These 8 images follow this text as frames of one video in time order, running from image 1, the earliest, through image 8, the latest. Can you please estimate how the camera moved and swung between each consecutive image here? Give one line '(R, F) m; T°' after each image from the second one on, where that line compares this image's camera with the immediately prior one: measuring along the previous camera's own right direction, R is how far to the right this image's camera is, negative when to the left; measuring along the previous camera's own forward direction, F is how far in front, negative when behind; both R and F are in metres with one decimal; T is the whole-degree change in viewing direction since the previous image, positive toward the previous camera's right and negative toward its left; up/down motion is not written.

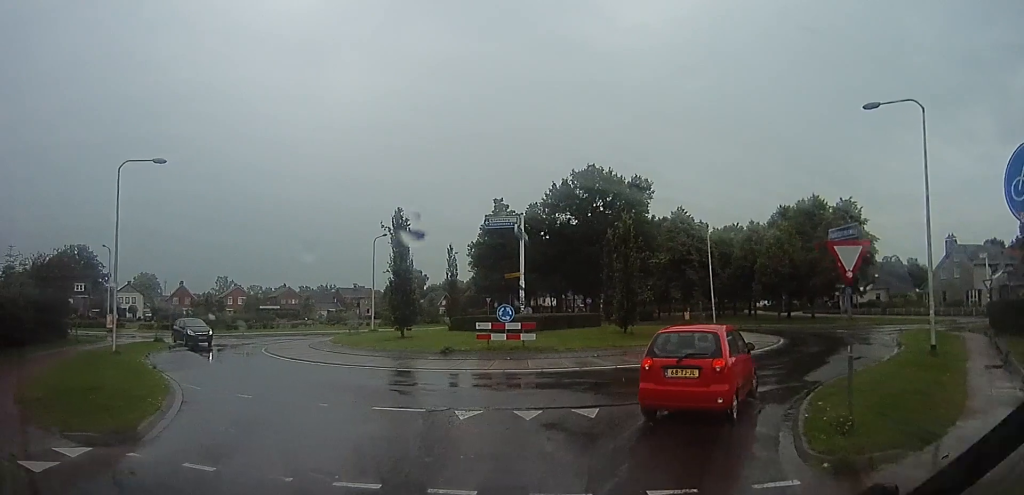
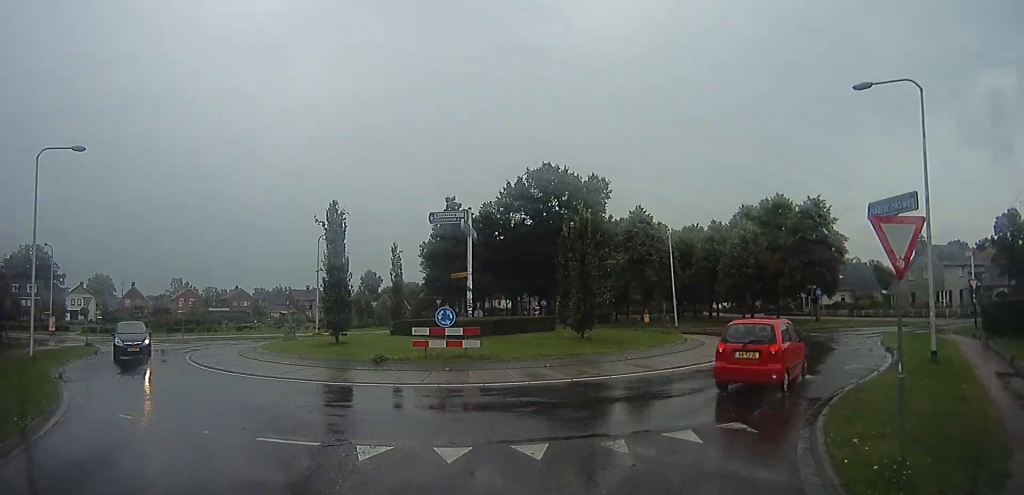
(+0.1, +3.3) m; +2°
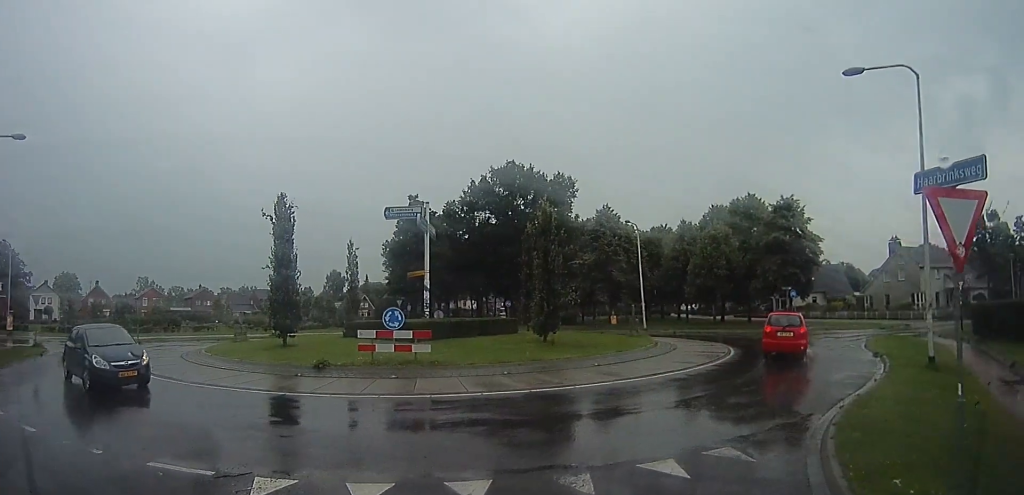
(0.0, +2.1) m; 0°
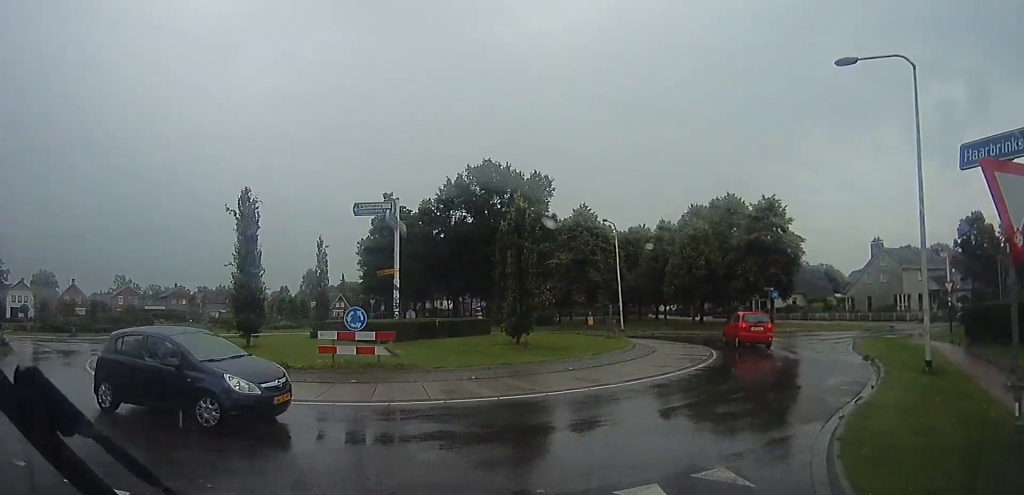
(+0.1, +0.7) m; 0°
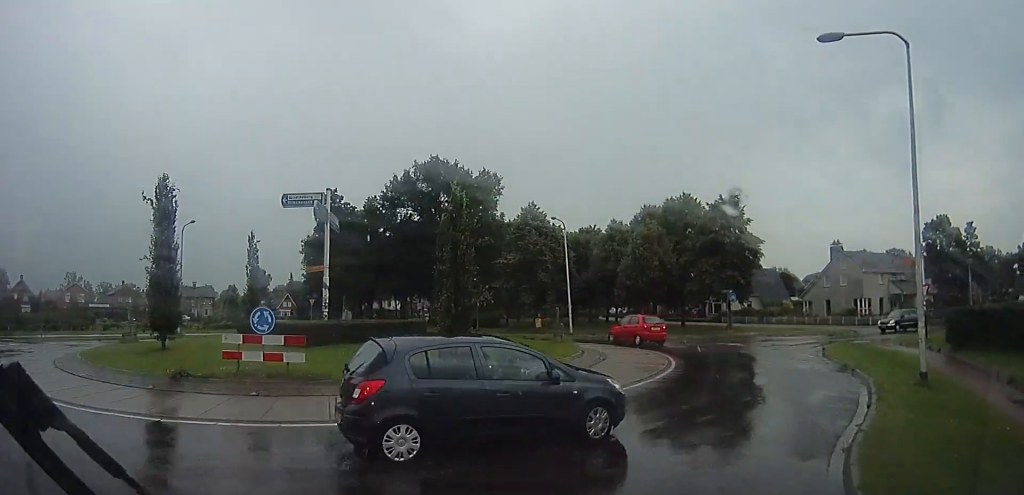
(+0.2, +1.5) m; +13°
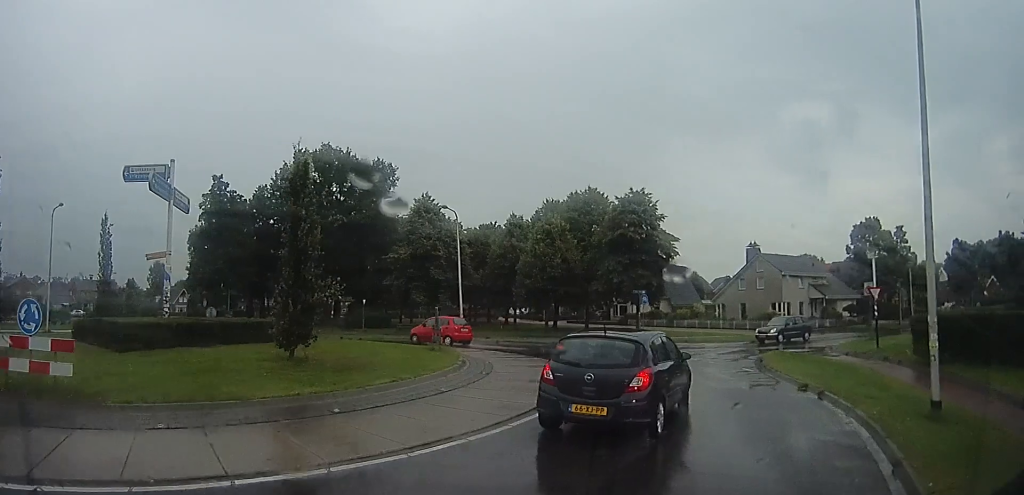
(+0.2, +2.7) m; +10°
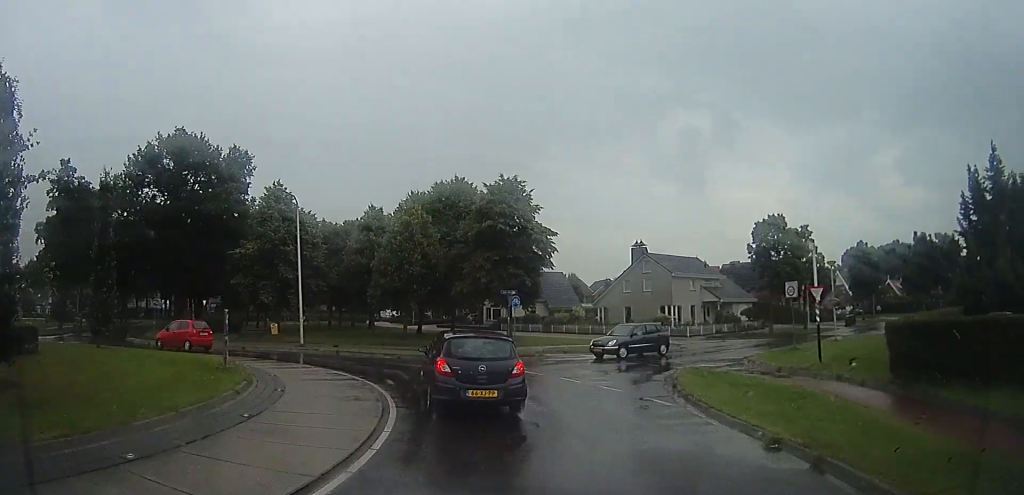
(+0.4, +4.1) m; +5°
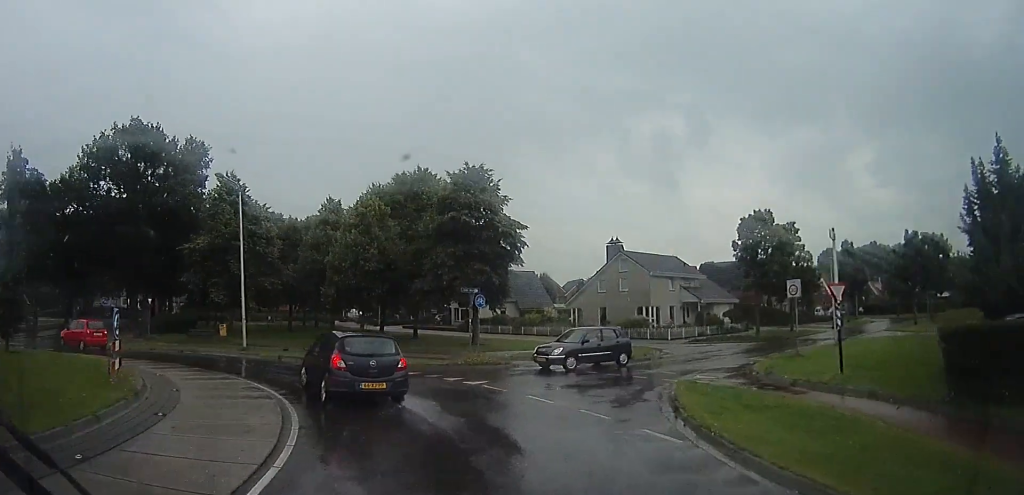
(0.0, +2.7) m; 0°
